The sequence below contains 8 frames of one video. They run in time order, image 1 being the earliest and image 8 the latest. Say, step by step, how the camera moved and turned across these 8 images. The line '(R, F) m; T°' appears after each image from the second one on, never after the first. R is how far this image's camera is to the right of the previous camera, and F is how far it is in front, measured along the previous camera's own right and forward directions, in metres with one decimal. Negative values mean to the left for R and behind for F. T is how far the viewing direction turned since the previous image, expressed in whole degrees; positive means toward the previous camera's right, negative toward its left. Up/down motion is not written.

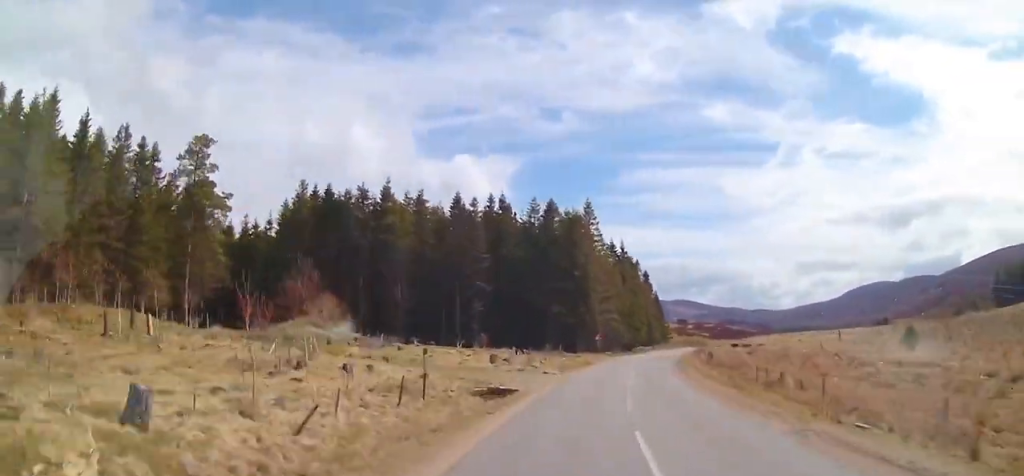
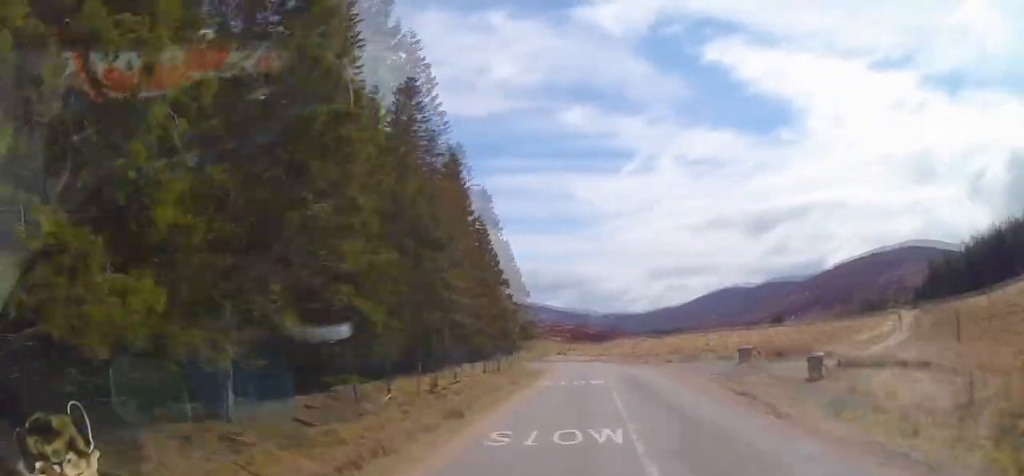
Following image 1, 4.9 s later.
(+11.1, +80.9) m; +13°
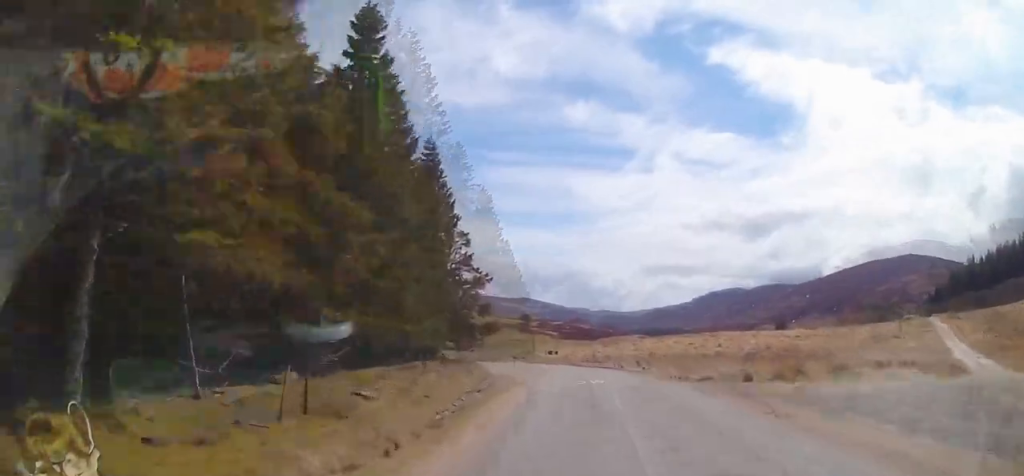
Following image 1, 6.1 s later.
(+0.2, +19.0) m; -3°
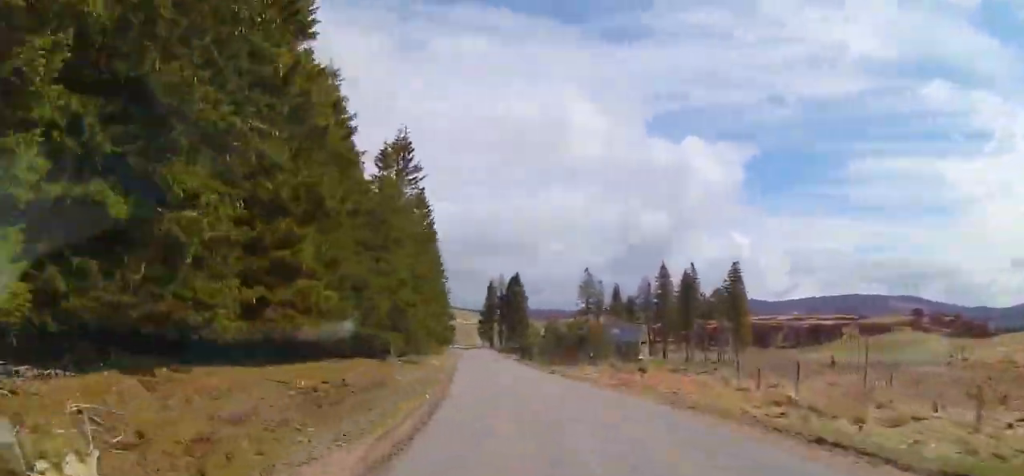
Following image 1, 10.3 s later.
(-7.9, +63.6) m; -25°
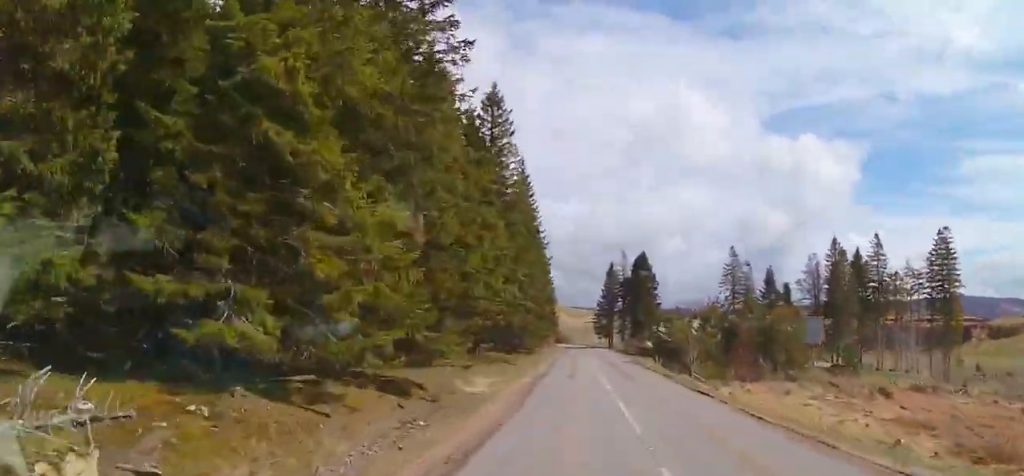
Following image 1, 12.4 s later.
(-5.2, +28.4) m; -11°
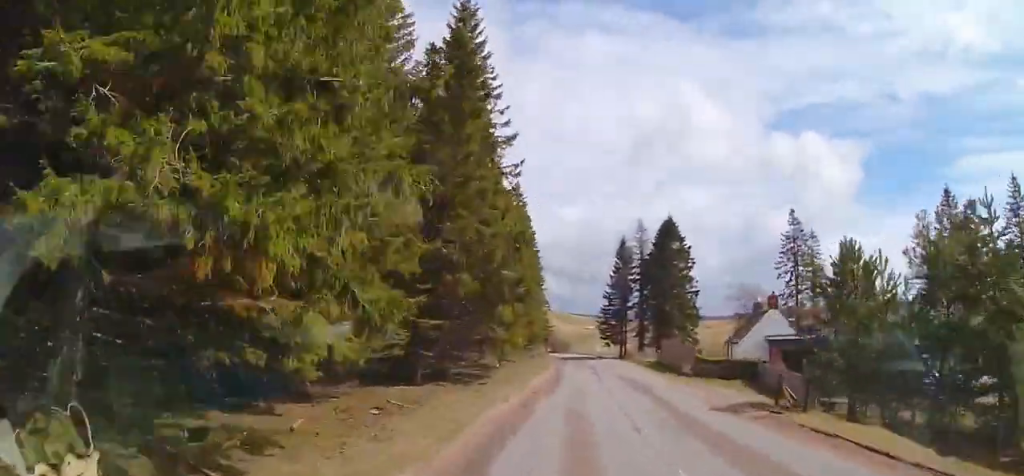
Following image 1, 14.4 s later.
(-3.5, +28.9) m; -7°
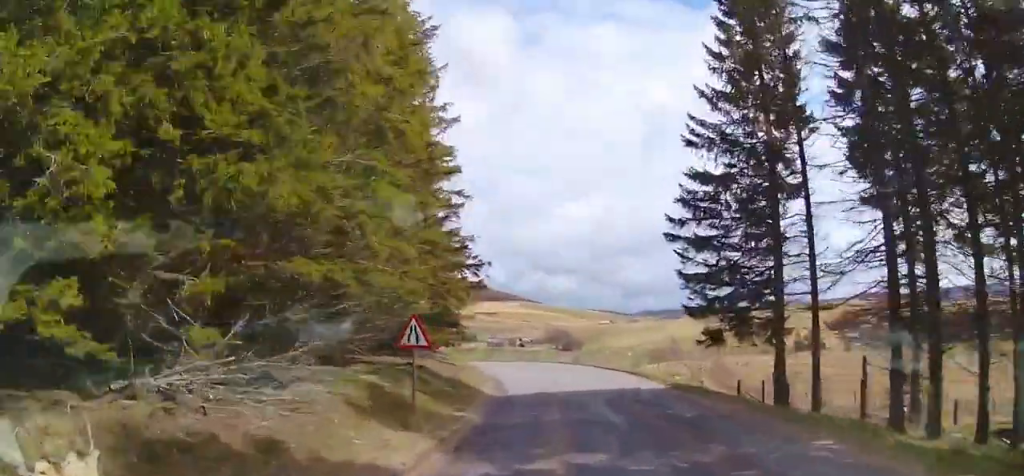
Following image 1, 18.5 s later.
(-2.8, +57.6) m; -13°
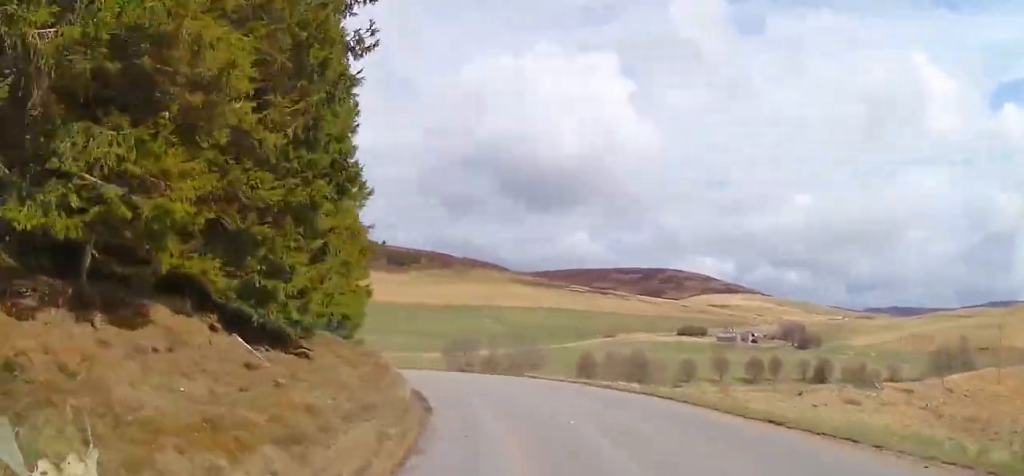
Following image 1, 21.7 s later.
(-7.1, +43.1) m; -23°
